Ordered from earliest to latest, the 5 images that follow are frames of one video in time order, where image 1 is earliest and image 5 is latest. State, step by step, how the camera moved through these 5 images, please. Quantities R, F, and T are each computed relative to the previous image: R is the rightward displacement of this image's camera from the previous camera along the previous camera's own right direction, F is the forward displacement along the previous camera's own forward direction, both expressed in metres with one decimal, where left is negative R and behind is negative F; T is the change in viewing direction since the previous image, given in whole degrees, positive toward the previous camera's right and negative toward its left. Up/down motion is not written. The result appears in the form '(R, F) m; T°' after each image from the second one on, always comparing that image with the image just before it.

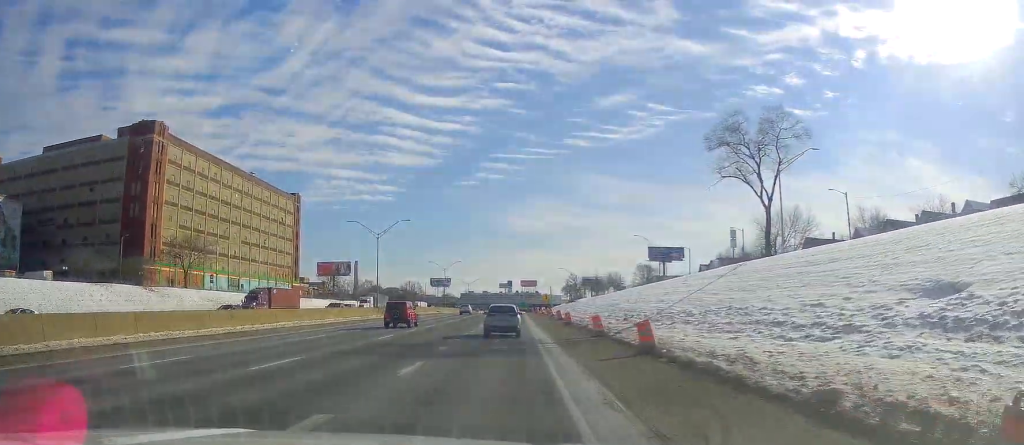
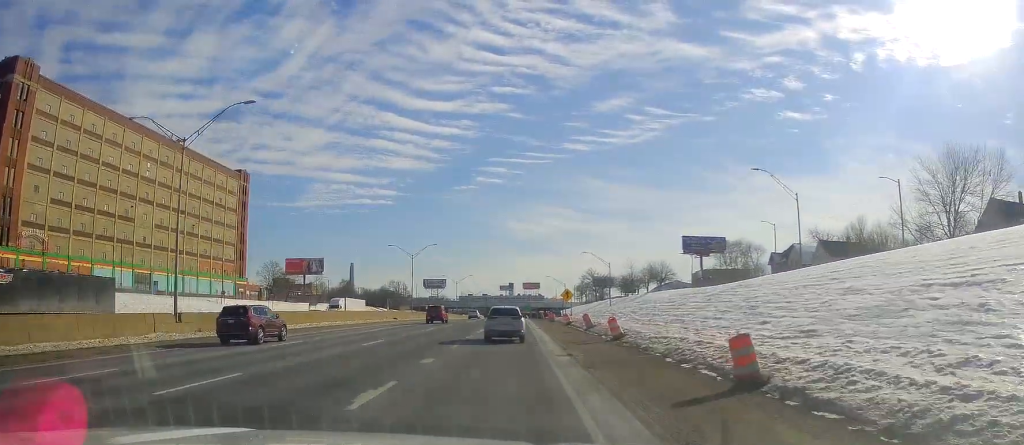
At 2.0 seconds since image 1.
(+0.7, +52.3) m; 0°
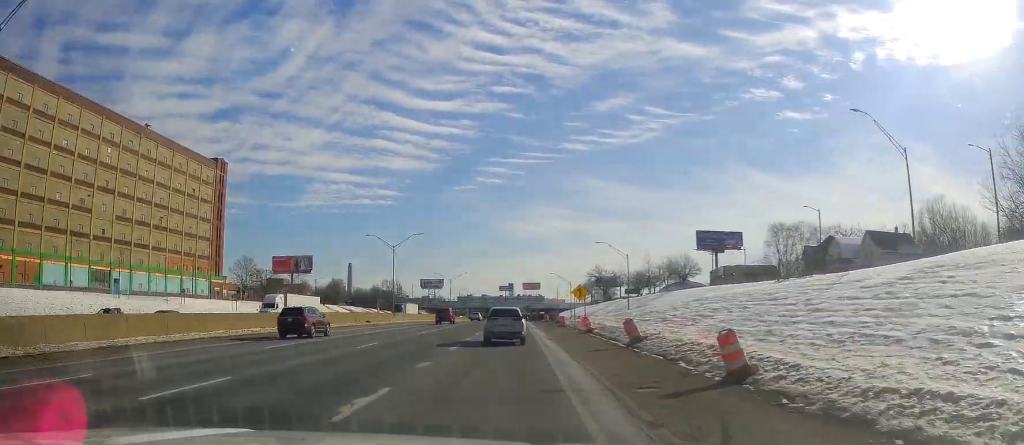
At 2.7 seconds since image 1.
(0.0, +16.5) m; 0°
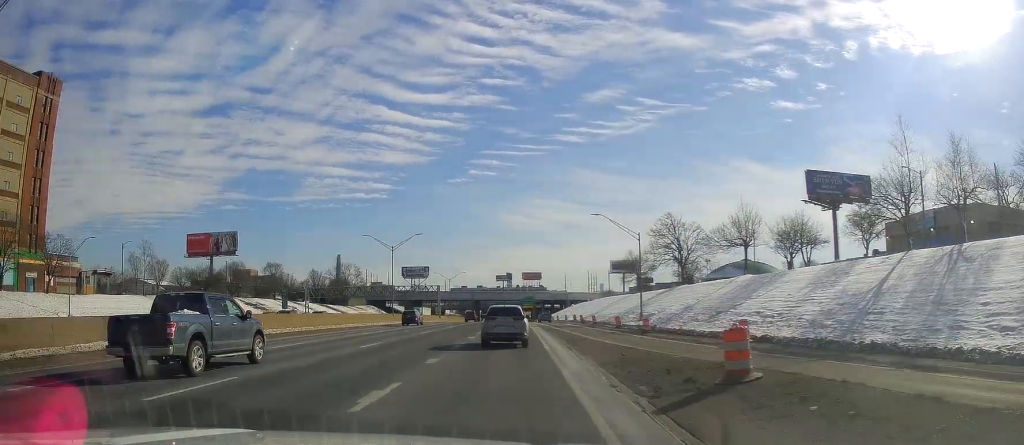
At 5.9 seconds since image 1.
(-0.8, +76.3) m; -1°
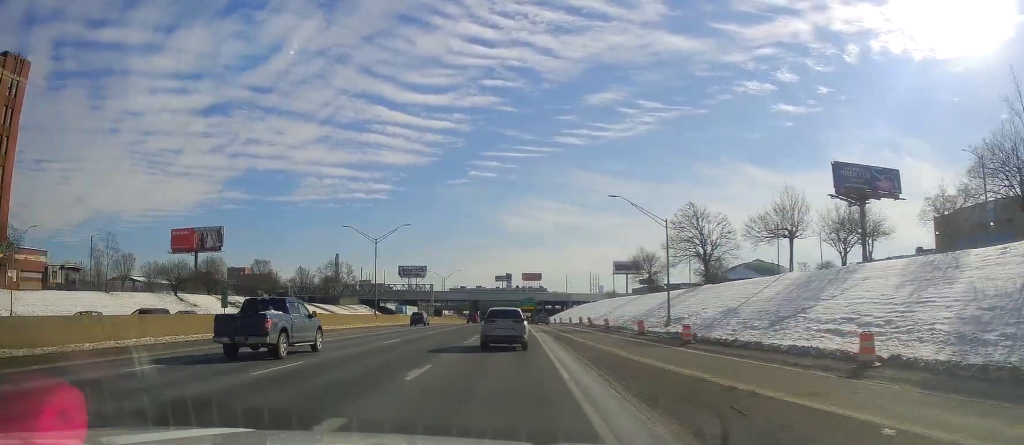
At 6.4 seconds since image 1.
(0.0, +10.7) m; 0°
